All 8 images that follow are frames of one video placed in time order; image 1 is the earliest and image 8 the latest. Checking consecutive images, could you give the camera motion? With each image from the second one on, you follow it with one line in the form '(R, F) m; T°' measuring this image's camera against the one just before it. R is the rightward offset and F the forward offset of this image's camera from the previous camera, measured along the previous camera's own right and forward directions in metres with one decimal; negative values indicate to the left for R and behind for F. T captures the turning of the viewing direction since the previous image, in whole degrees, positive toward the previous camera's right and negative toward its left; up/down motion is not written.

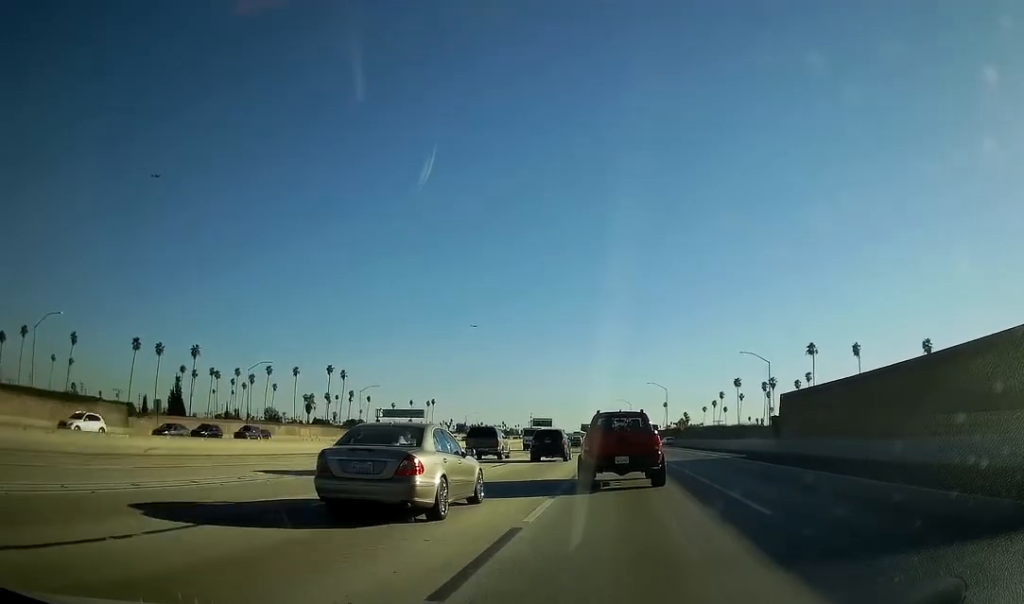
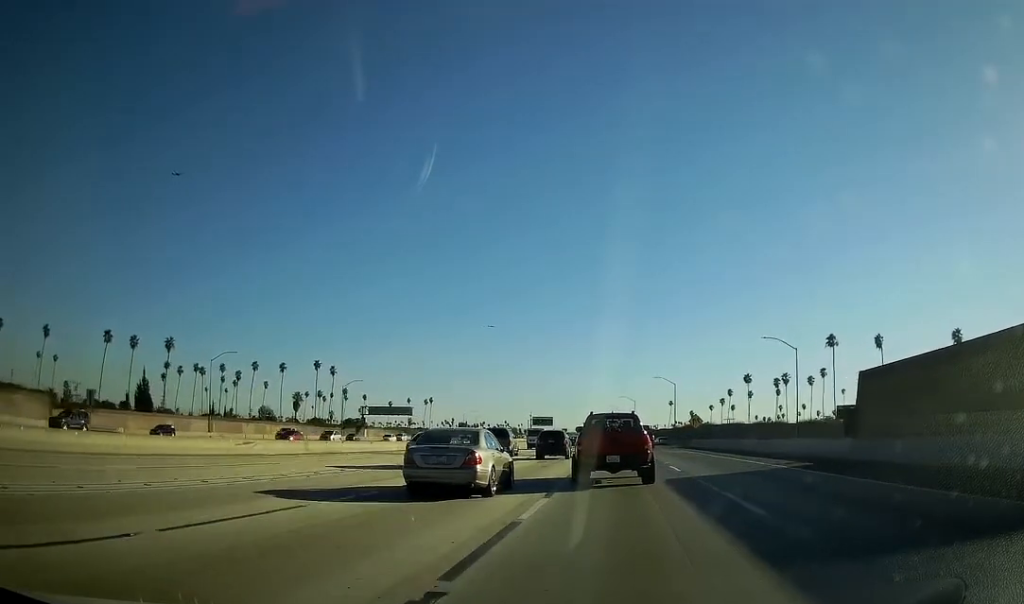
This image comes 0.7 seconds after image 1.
(-0.1, +14.4) m; 0°
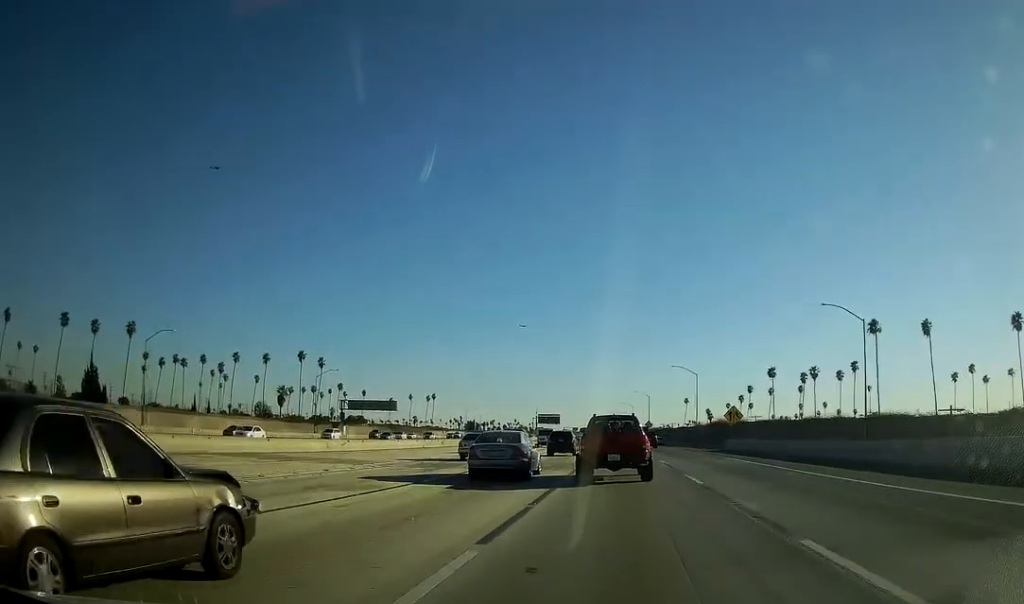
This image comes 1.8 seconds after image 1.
(+0.1, +21.4) m; -2°
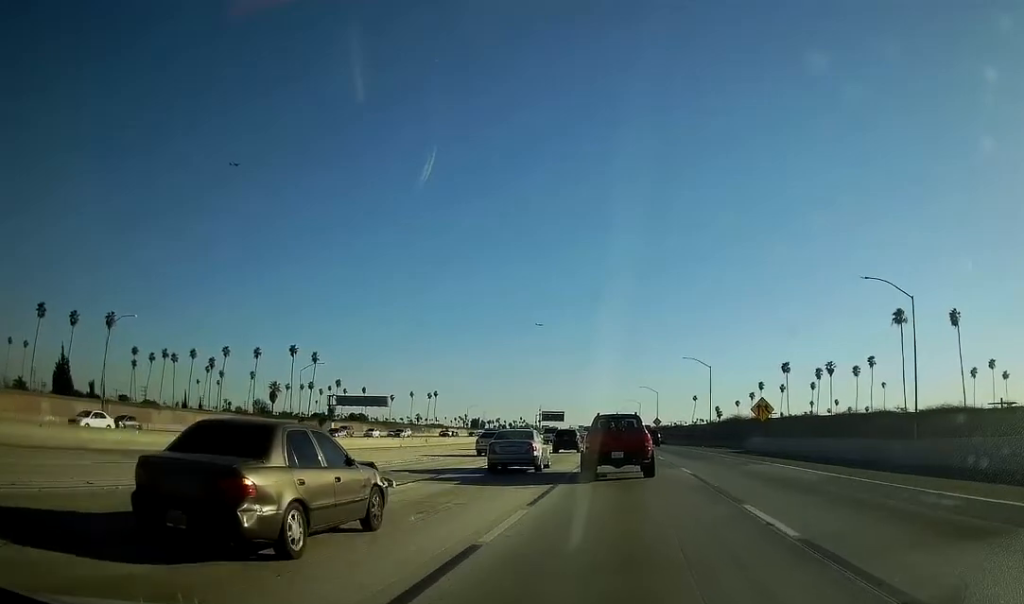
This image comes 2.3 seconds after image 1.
(-0.4, +10.2) m; 0°
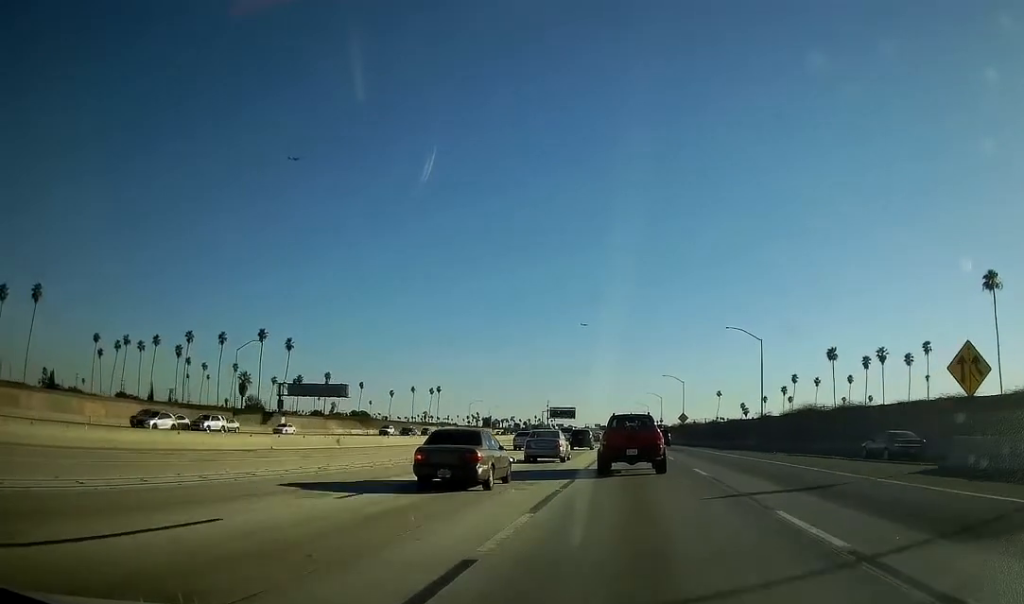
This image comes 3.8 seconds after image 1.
(+0.3, +30.9) m; 0°
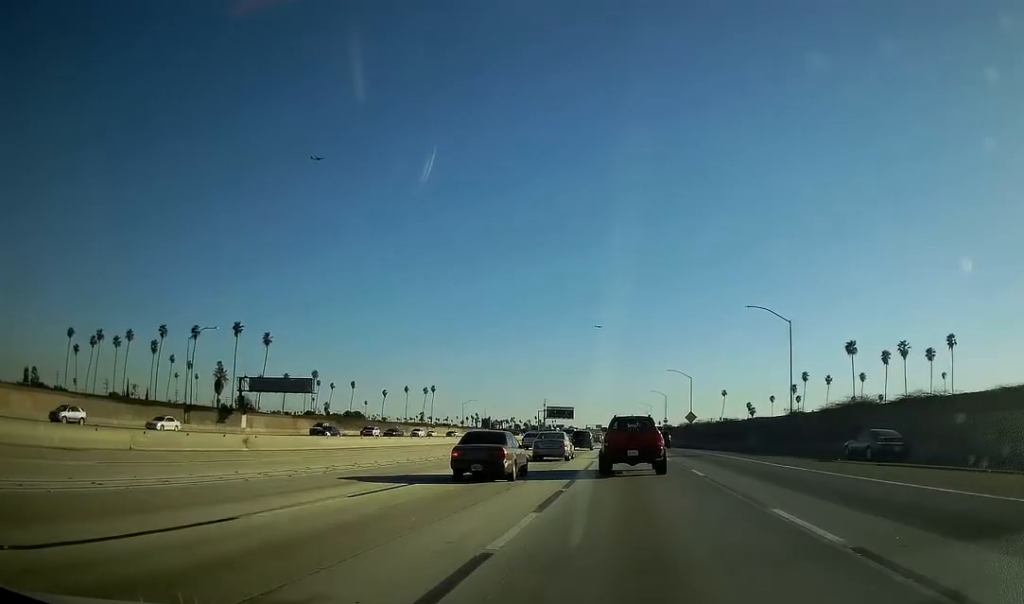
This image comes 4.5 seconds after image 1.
(-0.5, +13.9) m; 0°
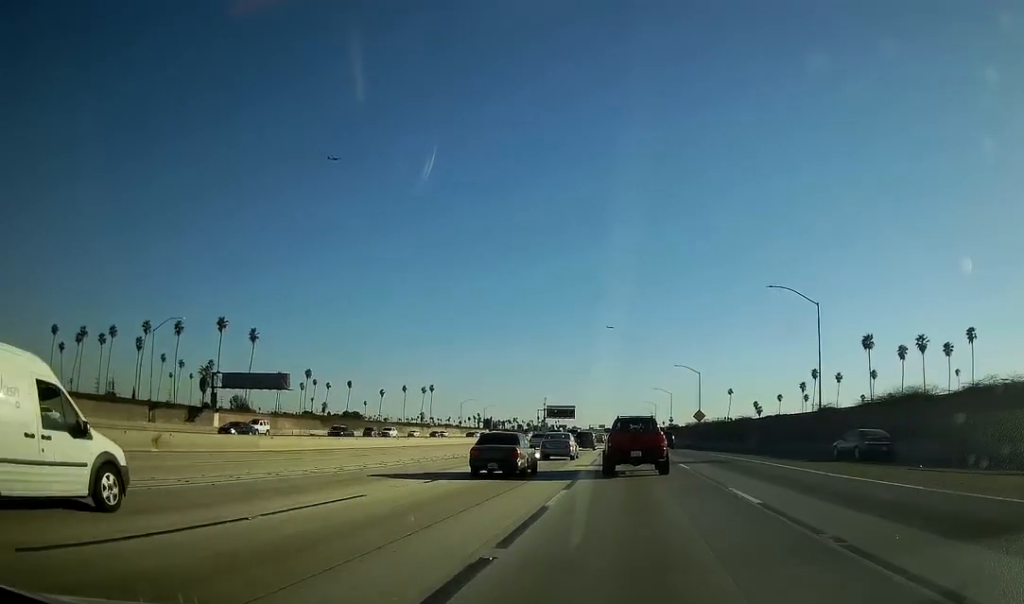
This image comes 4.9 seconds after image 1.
(-0.2, +9.8) m; 0°
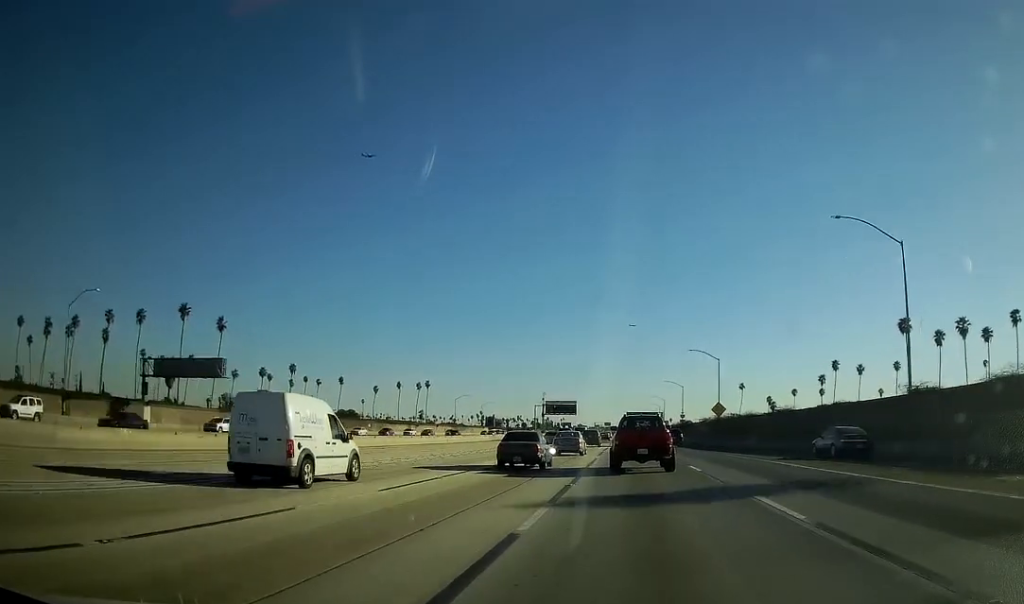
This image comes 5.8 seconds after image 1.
(+0.6, +19.0) m; 0°
